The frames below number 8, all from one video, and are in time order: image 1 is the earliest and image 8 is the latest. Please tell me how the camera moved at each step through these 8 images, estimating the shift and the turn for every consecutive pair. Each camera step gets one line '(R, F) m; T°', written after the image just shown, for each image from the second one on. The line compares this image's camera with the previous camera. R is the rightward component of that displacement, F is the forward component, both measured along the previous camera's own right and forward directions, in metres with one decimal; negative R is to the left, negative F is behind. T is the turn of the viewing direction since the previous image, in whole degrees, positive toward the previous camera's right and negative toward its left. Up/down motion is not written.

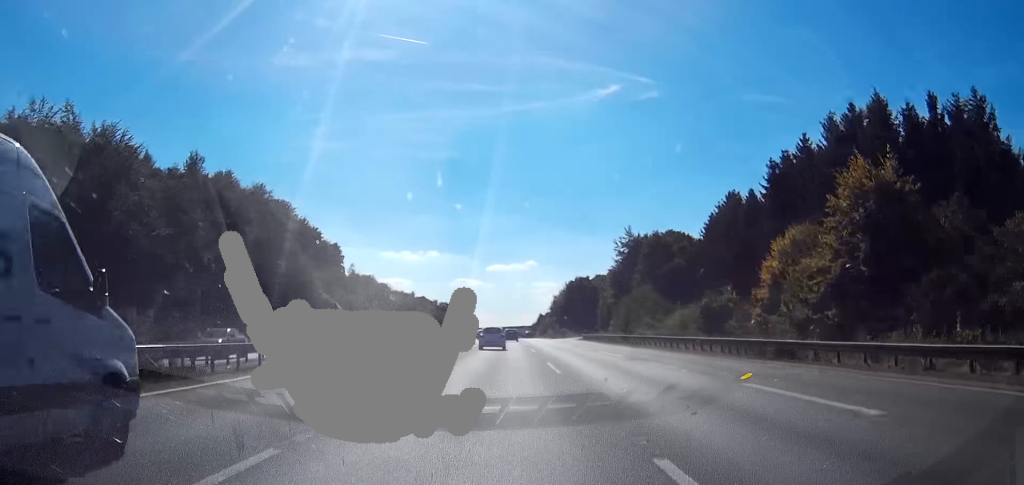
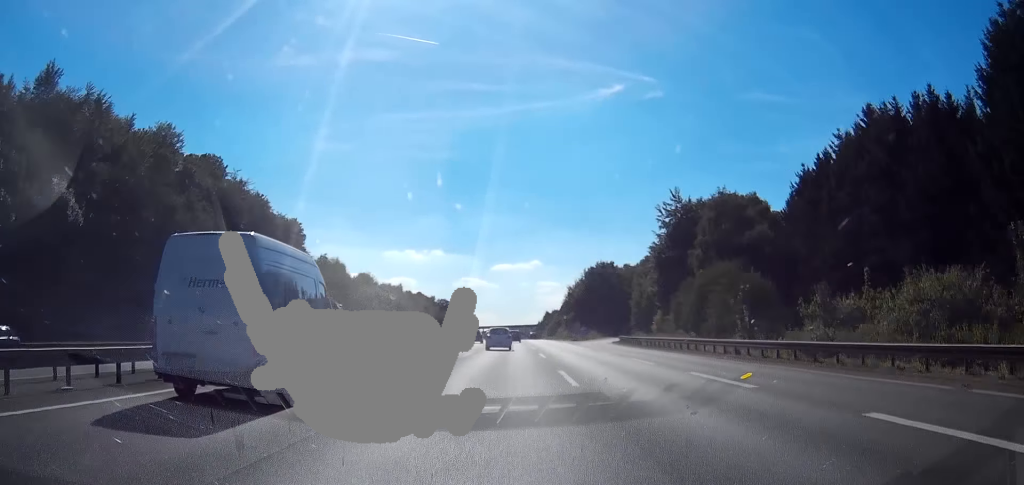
(+0.8, +39.8) m; +1°
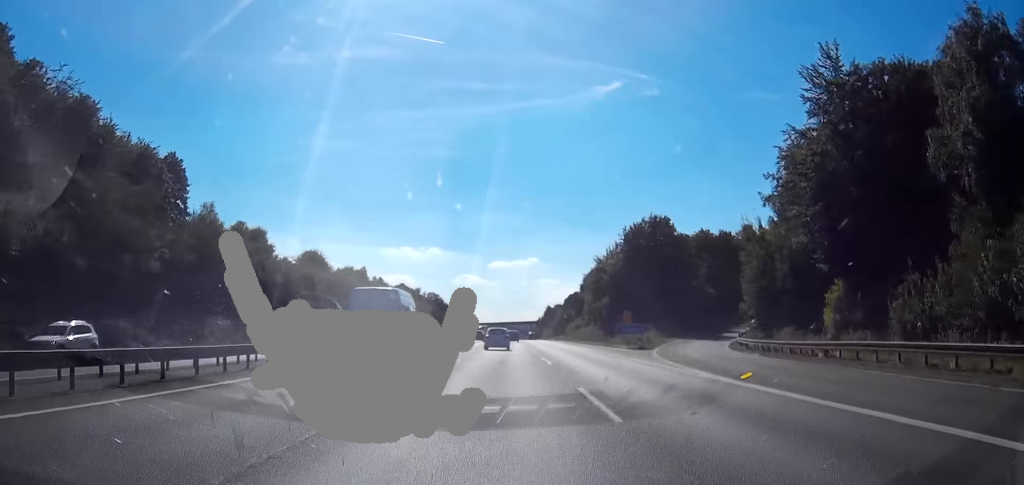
(-0.2, +58.1) m; -1°
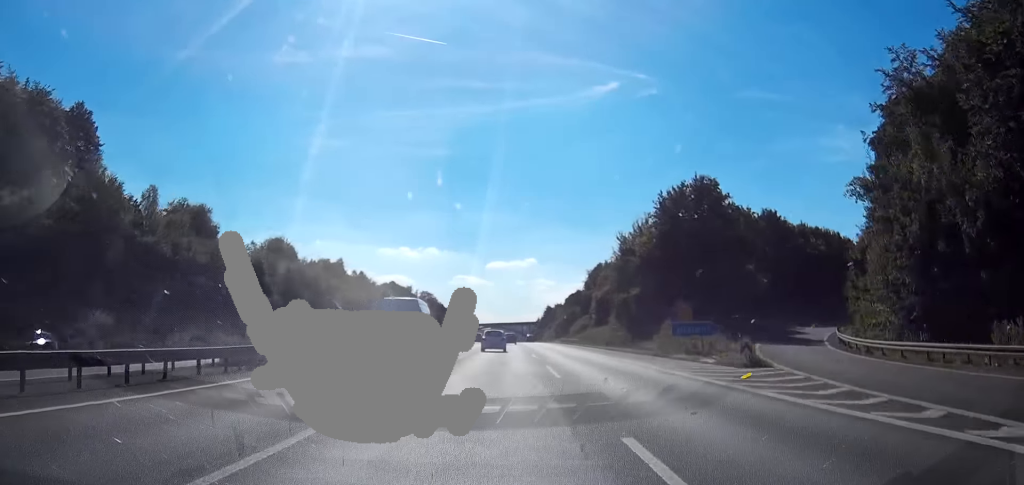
(0.0, +25.0) m; 0°
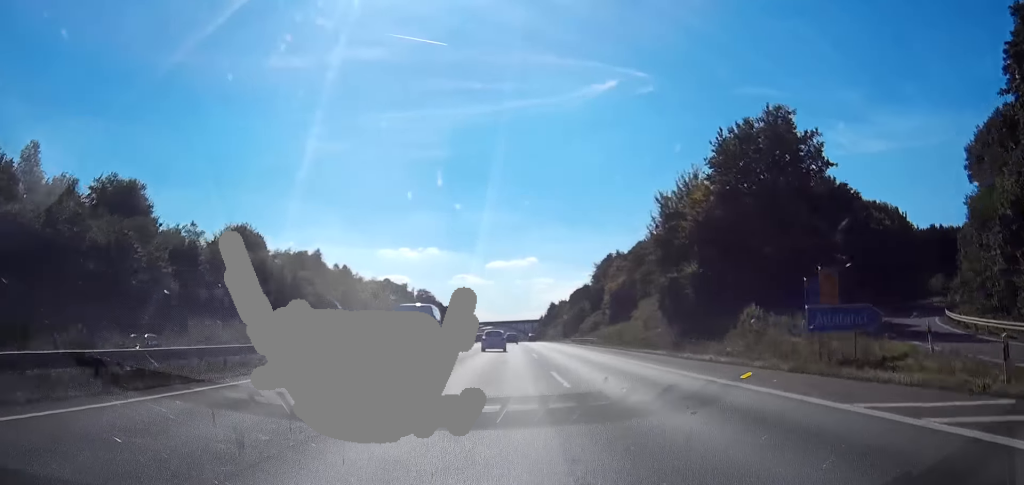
(-0.2, +21.8) m; 0°
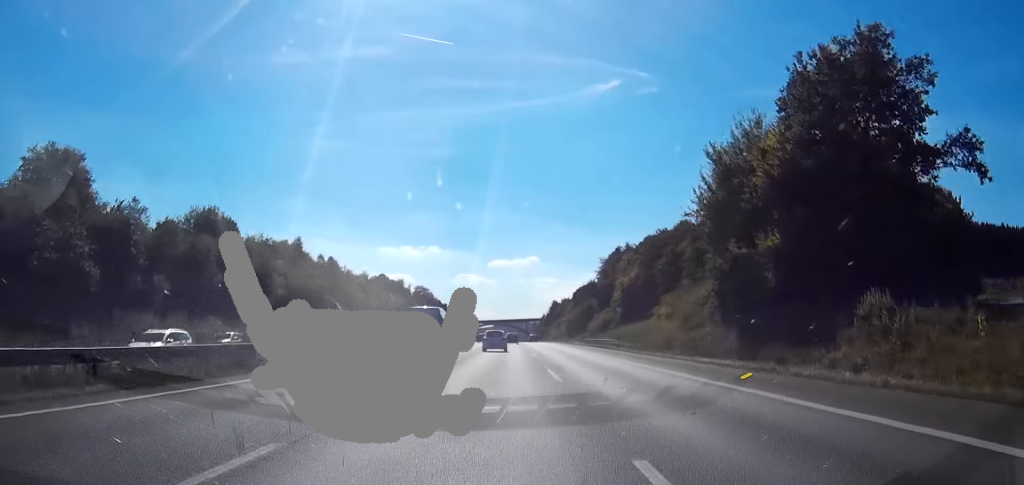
(-0.1, +15.3) m; 0°
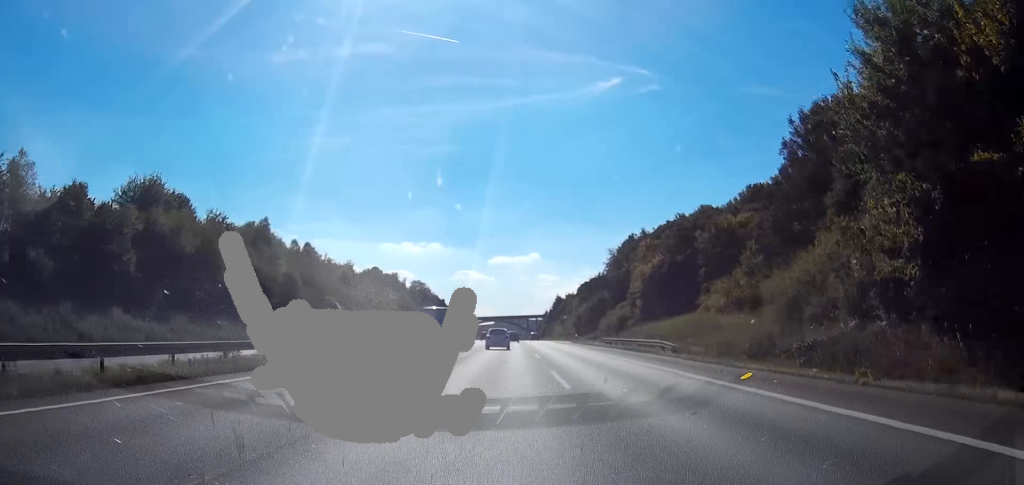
(0.0, +20.7) m; 0°
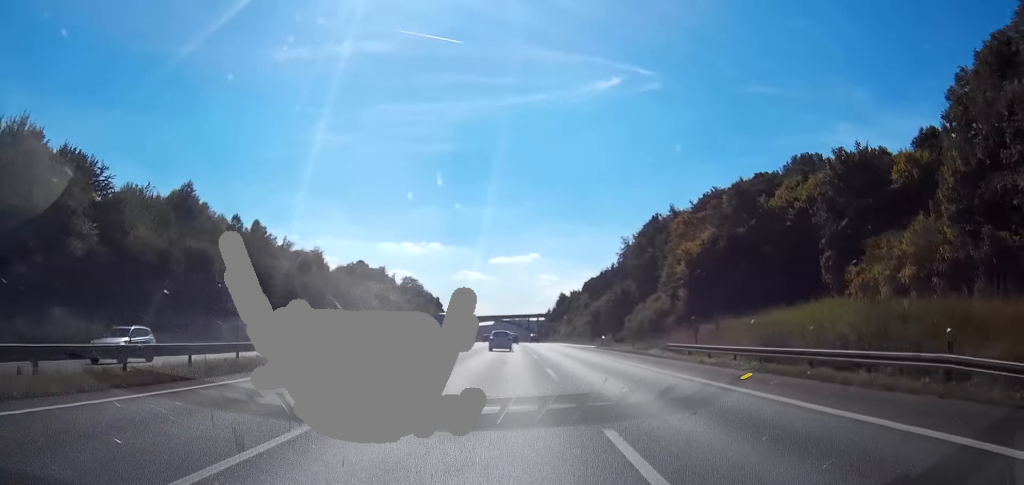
(+0.1, +30.4) m; 0°
